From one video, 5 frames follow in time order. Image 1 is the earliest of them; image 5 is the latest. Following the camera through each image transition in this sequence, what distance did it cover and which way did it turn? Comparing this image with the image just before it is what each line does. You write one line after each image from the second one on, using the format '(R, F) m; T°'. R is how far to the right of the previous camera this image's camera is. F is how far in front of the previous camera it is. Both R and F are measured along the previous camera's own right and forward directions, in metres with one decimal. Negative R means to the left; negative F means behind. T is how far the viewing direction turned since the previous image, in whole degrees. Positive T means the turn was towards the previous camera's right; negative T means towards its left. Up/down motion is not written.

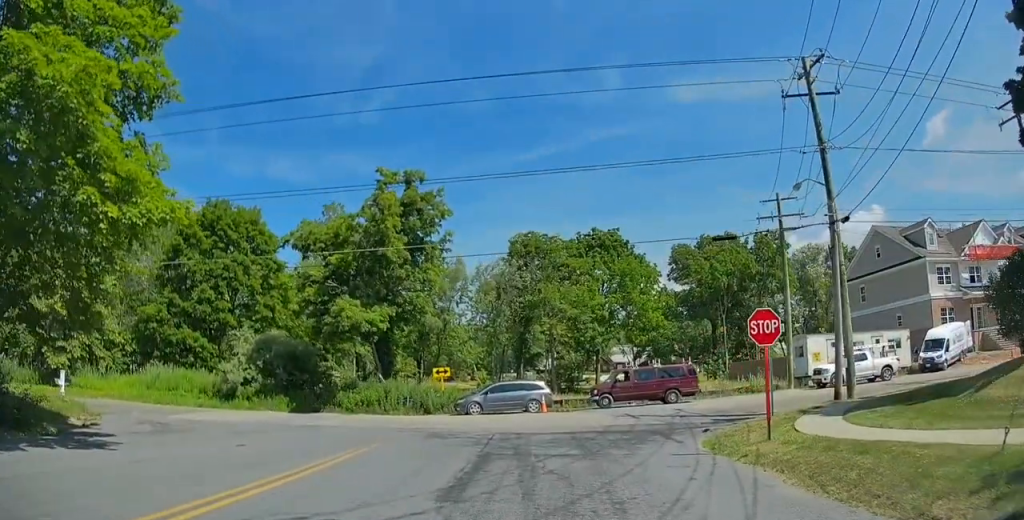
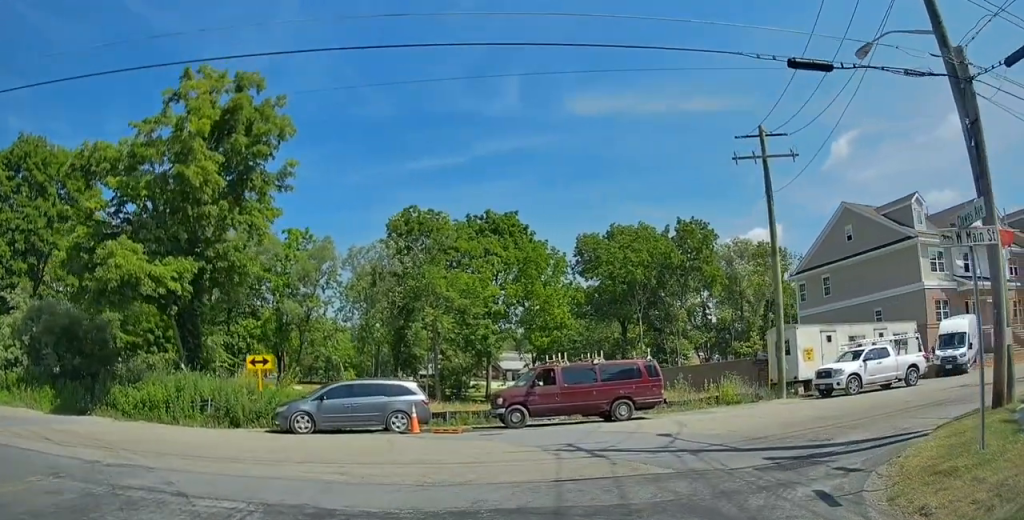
(+0.3, +15.3) m; +6°
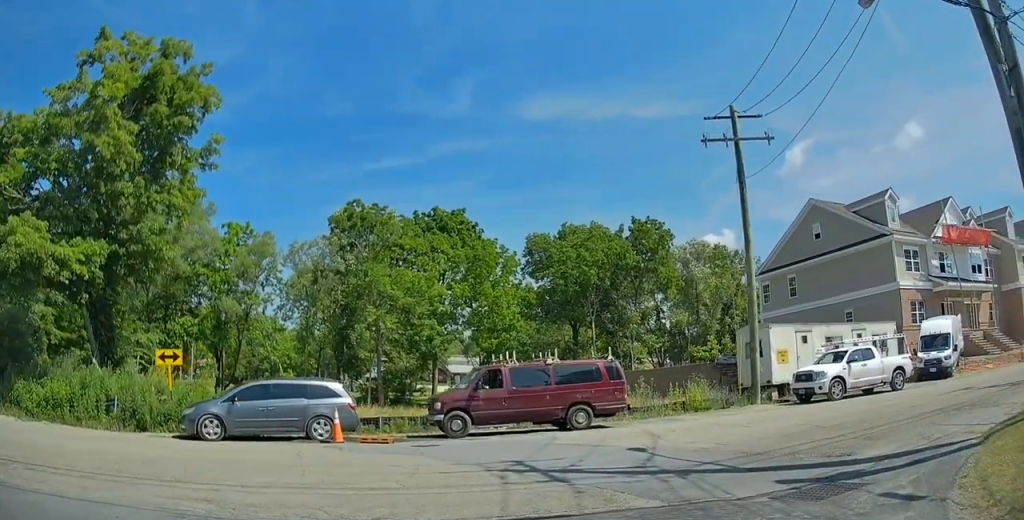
(+0.2, +3.9) m; +4°
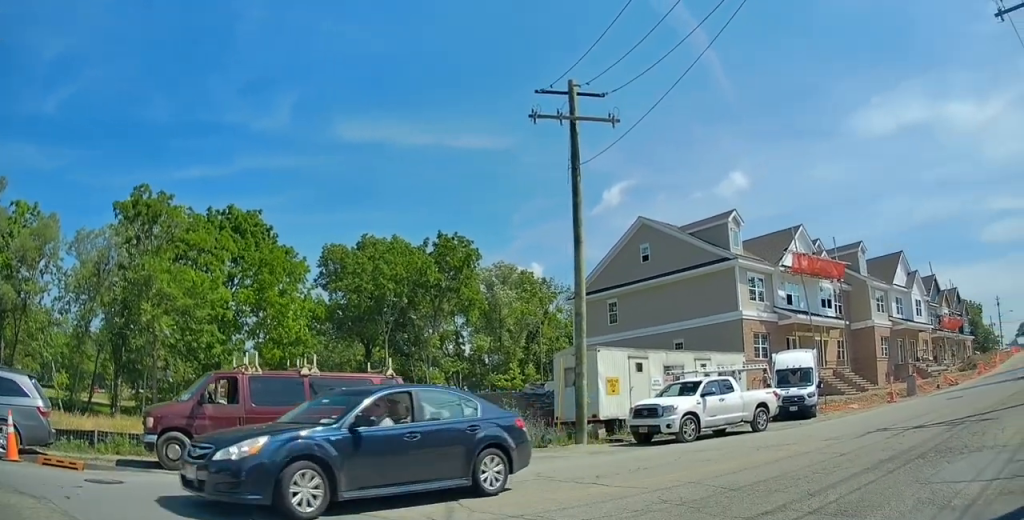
(+1.9, +8.8) m; +22°
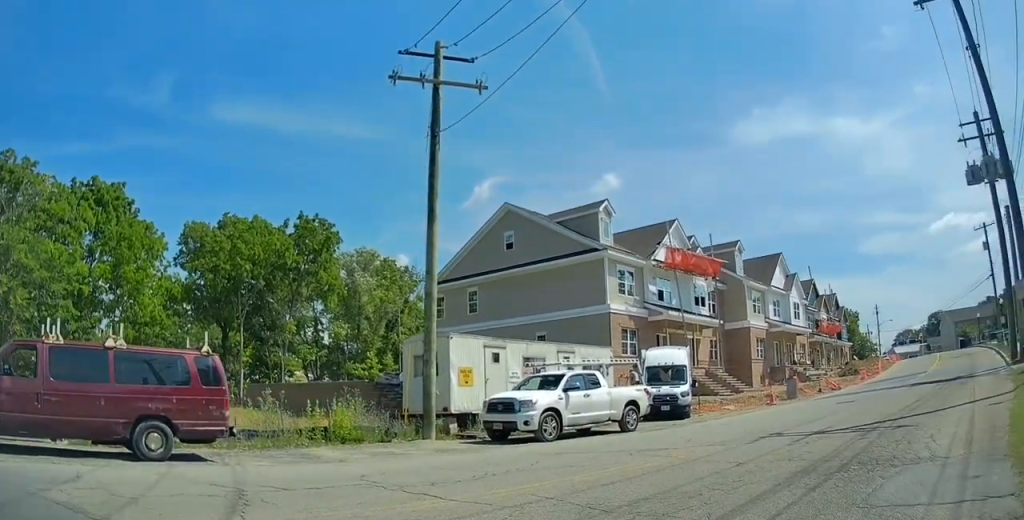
(+0.1, +2.7) m; +12°
